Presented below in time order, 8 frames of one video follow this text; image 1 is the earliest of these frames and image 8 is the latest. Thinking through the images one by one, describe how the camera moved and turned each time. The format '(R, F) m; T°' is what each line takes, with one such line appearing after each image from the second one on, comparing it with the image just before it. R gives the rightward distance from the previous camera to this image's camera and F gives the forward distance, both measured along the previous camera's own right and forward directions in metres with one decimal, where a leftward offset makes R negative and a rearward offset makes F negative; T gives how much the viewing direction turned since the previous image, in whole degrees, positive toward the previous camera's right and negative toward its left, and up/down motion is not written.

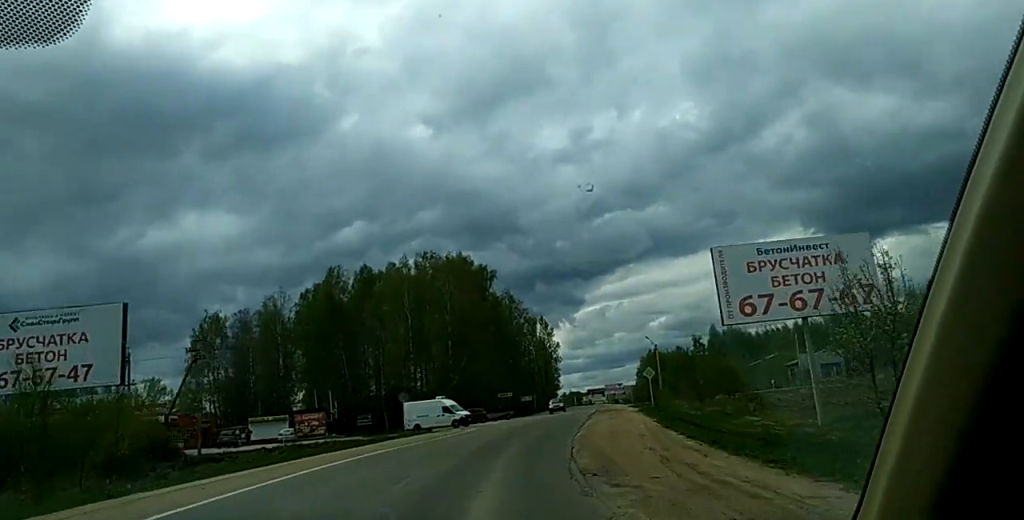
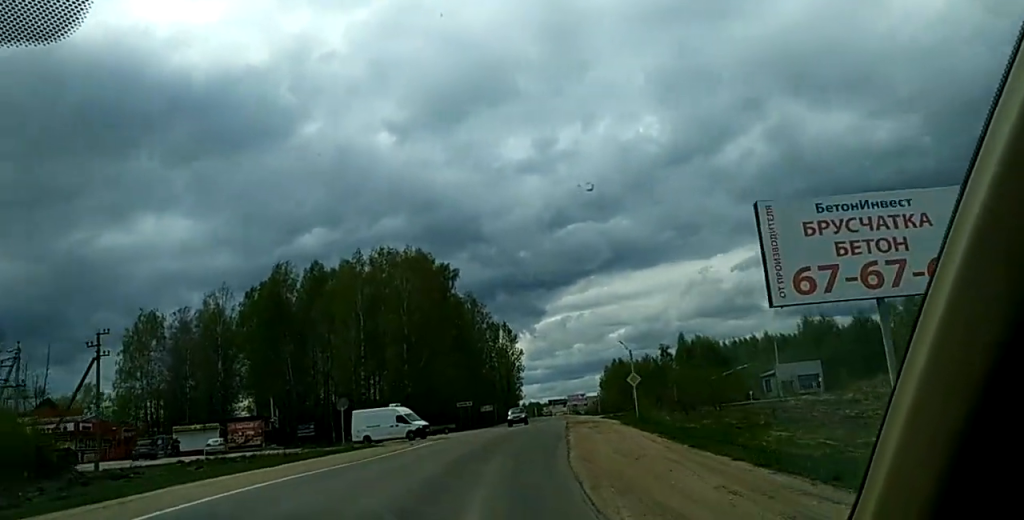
(-0.2, +9.0) m; +1°
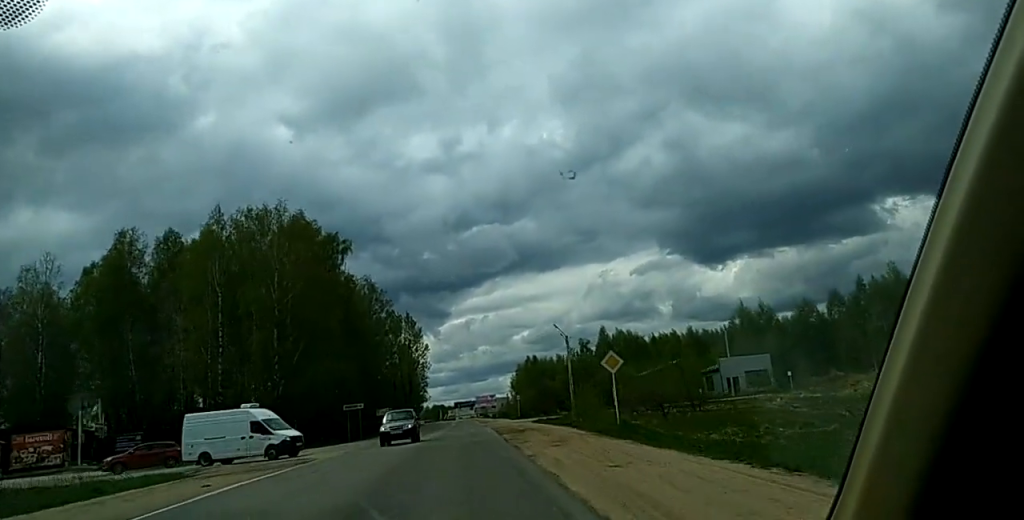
(+1.0, +20.3) m; +5°
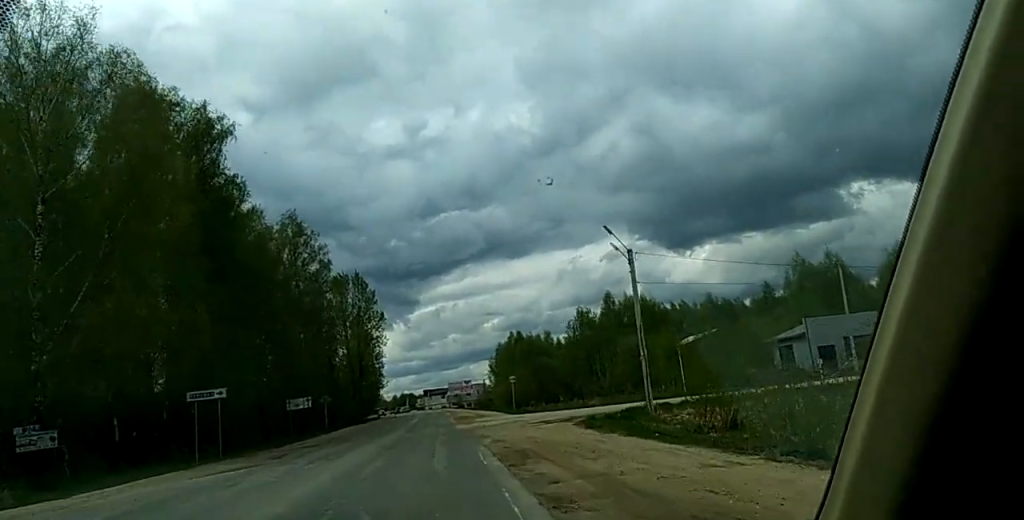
(+1.6, +36.8) m; +5°
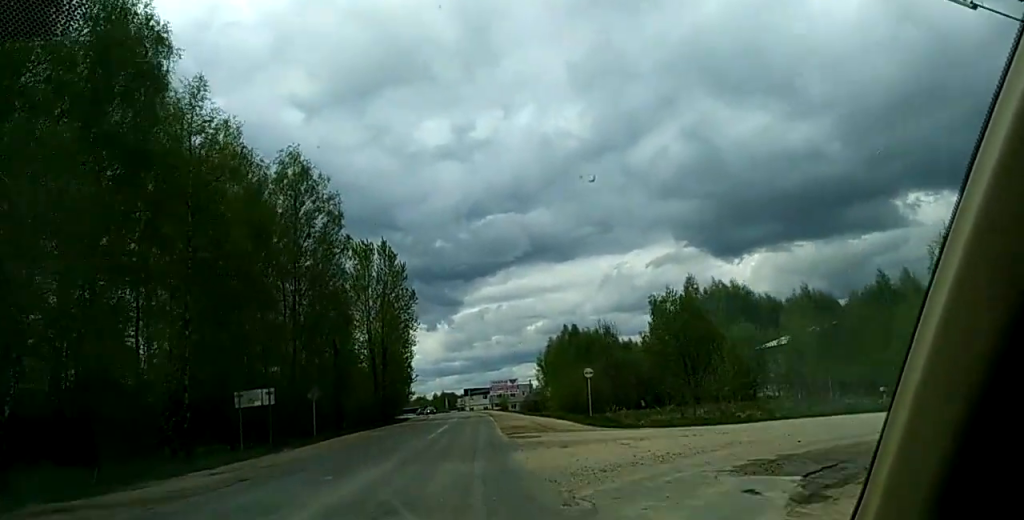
(+0.6, +22.7) m; 0°
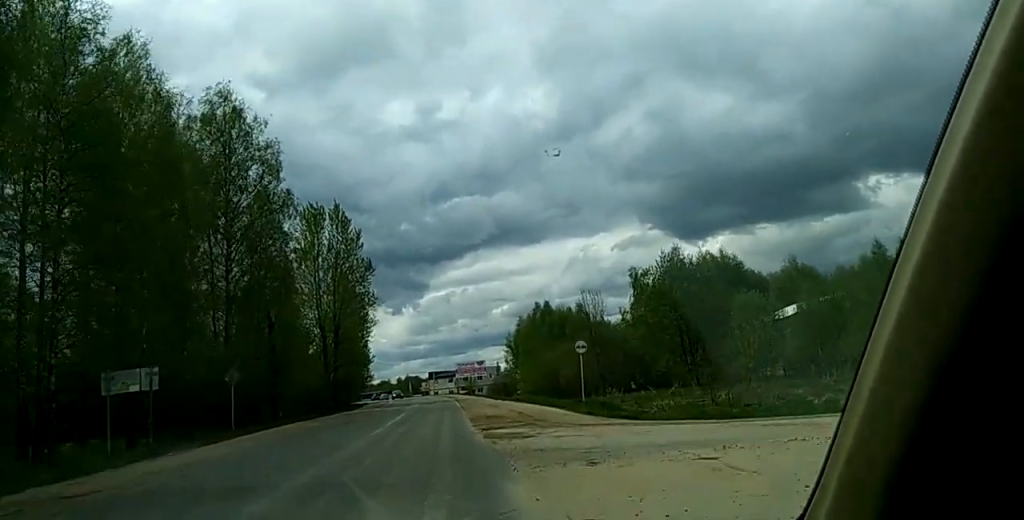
(0.0, +10.0) m; -1°
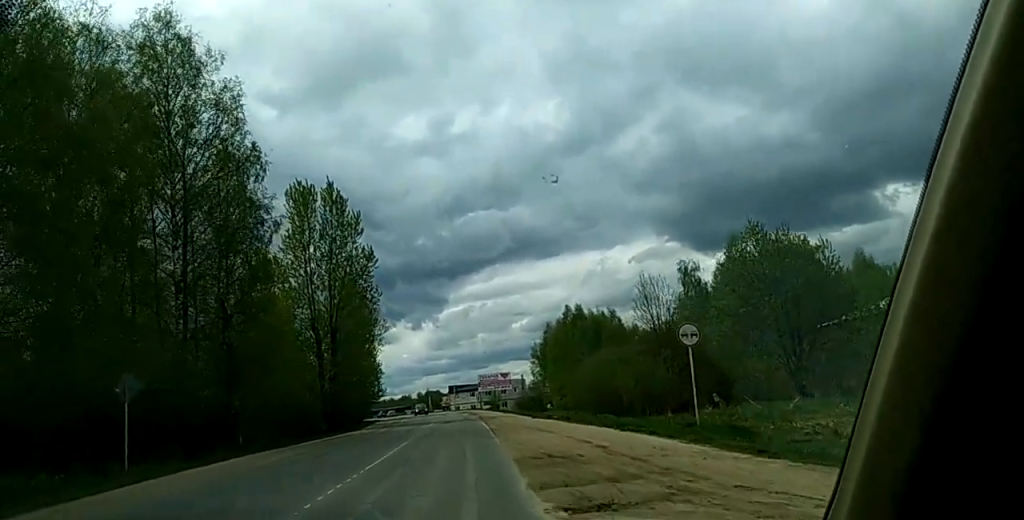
(-0.4, +14.0) m; 0°
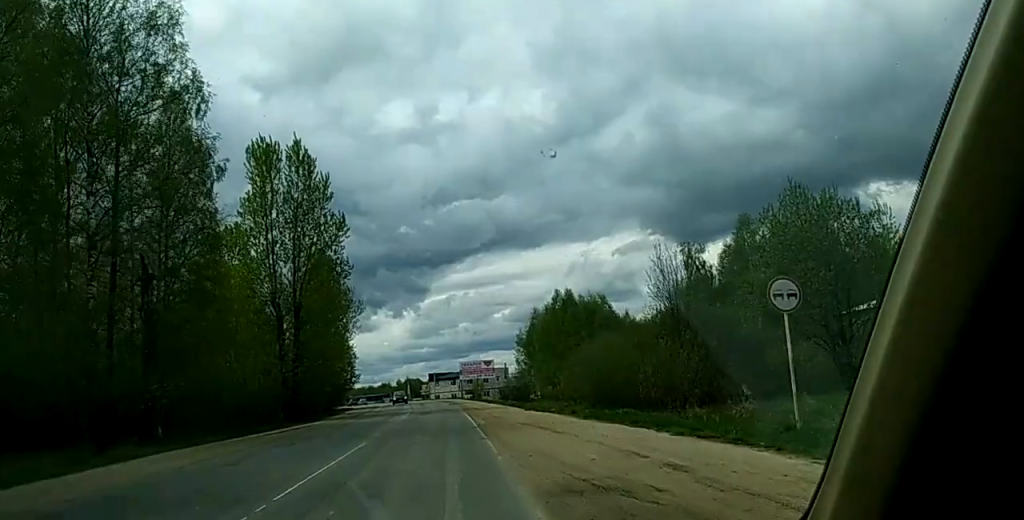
(+0.1, +7.4) m; 0°
